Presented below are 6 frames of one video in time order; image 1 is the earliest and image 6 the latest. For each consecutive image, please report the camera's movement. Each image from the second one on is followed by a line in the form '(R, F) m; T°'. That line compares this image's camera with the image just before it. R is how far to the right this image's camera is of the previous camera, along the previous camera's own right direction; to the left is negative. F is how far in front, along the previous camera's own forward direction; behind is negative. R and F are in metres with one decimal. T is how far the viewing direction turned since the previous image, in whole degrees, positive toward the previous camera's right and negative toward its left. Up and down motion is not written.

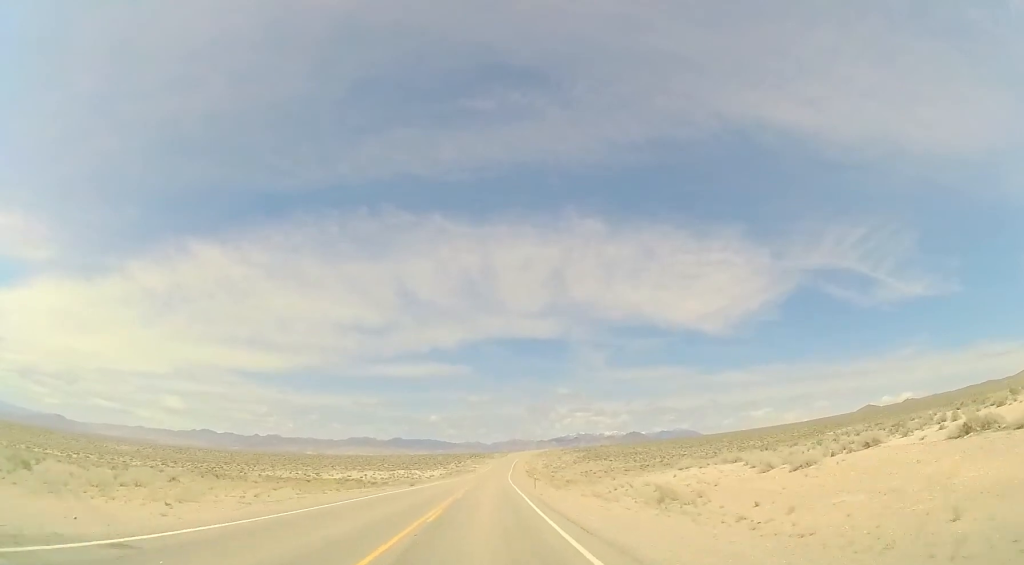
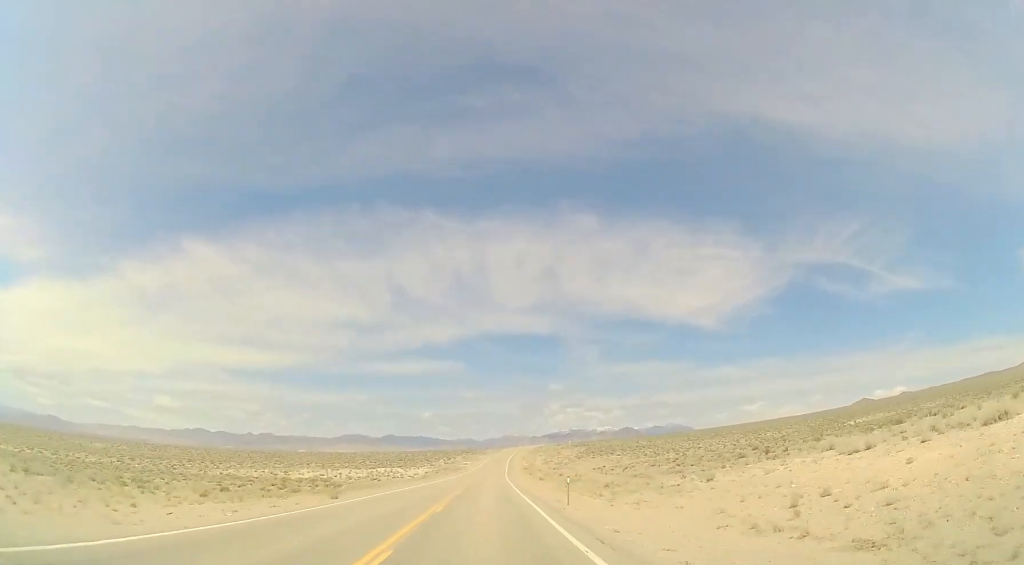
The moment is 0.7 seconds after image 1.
(0.0, +21.2) m; 0°
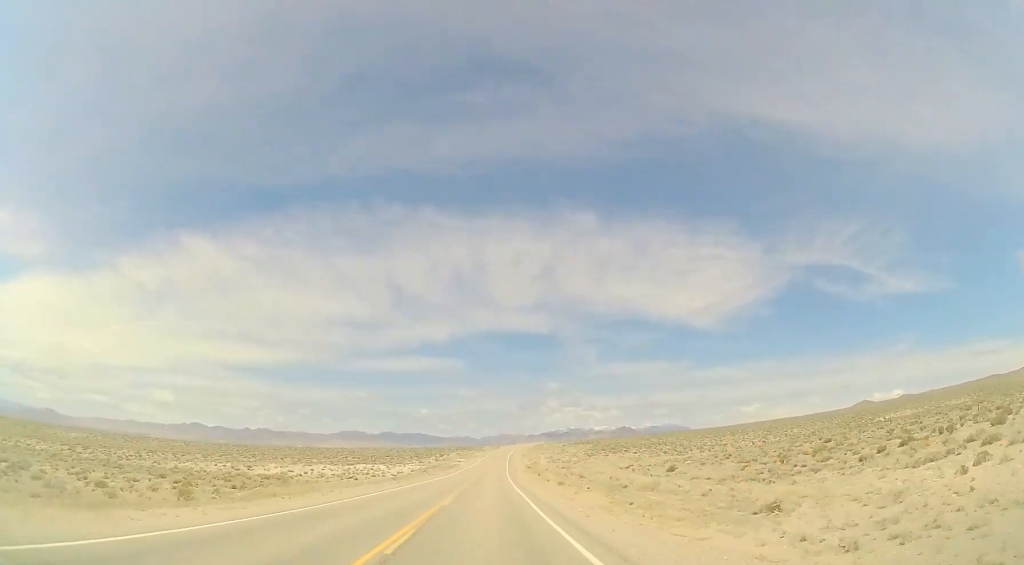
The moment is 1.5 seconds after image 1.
(+0.1, +21.4) m; +1°
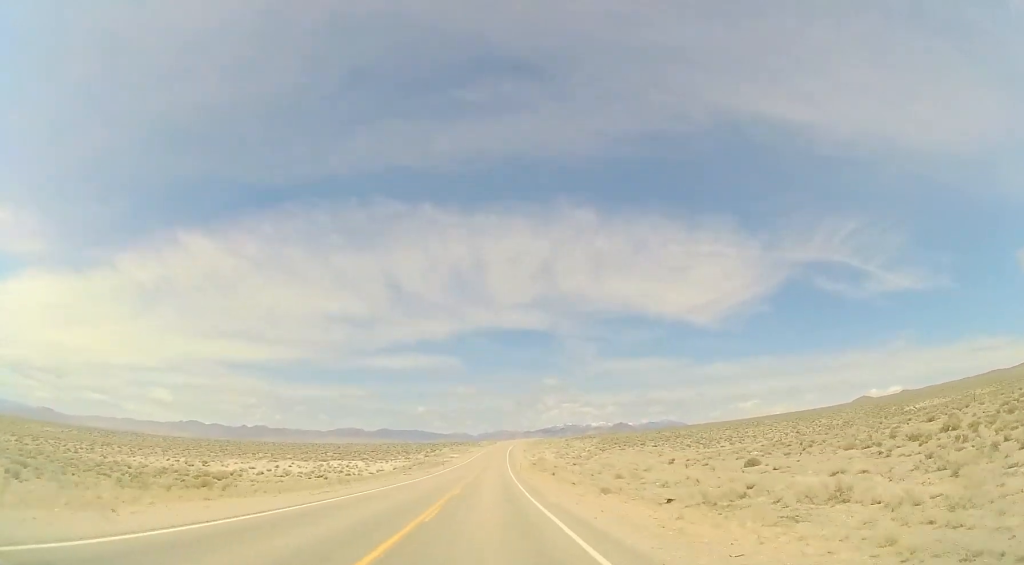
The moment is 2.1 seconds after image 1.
(+0.2, +19.6) m; 0°
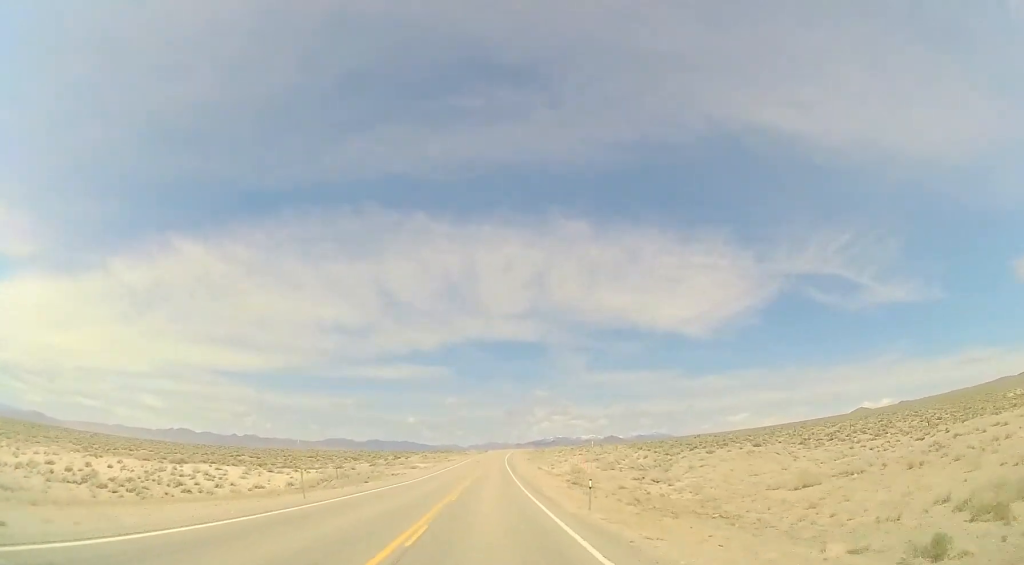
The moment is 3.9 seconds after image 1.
(-0.2, +52.8) m; 0°
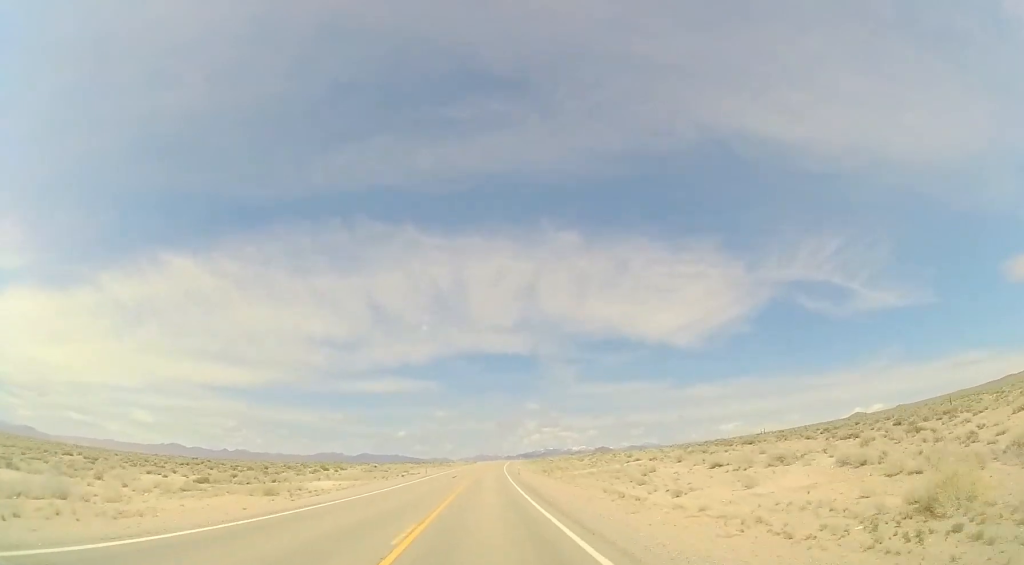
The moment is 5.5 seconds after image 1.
(+0.6, +48.9) m; +1°
